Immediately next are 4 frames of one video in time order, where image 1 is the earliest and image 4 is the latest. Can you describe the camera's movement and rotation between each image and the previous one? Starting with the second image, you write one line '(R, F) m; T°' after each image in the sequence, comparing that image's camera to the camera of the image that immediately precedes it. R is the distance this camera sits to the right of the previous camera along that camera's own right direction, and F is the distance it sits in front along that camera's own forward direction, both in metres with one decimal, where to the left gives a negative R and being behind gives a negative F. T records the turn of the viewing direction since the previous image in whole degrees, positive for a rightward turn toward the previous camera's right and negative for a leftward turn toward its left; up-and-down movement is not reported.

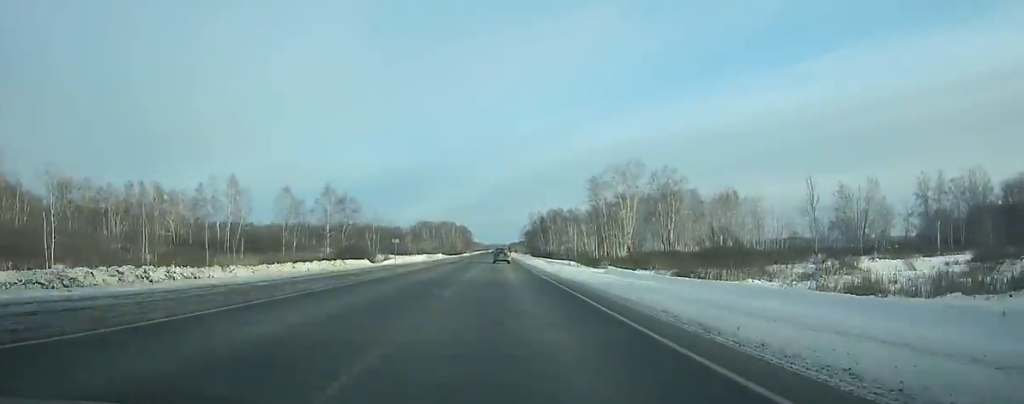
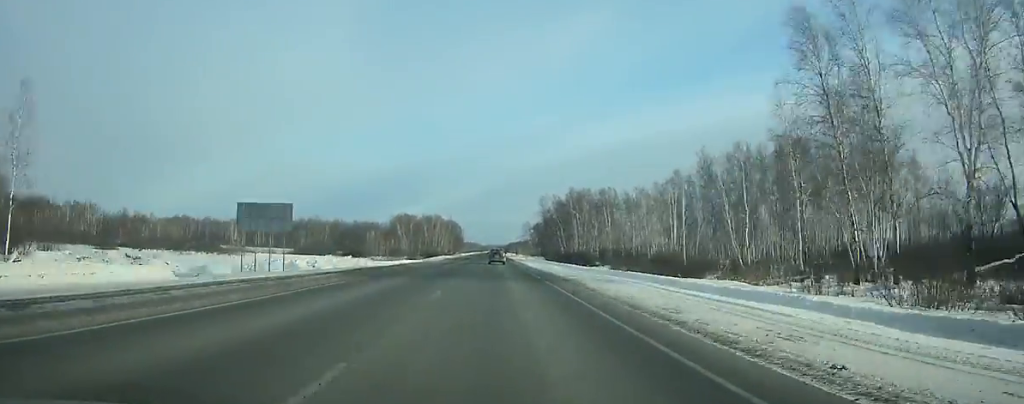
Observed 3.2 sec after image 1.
(+0.3, +83.4) m; 0°
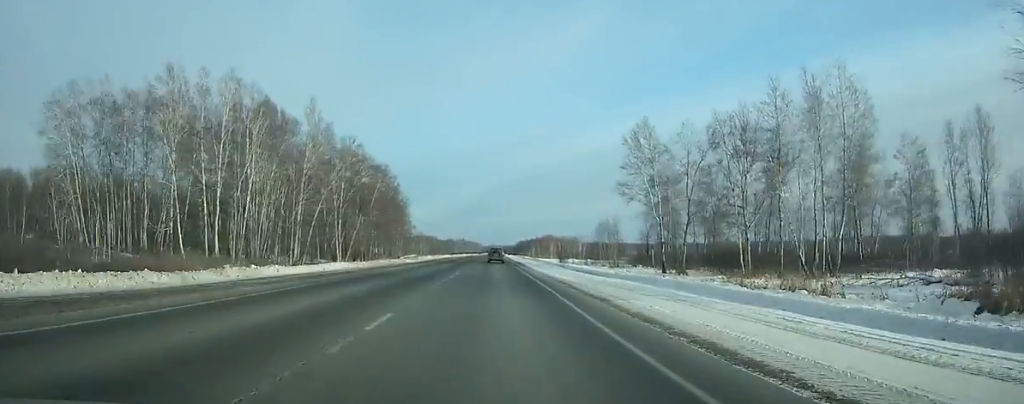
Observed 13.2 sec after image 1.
(-1.3, +262.0) m; -1°
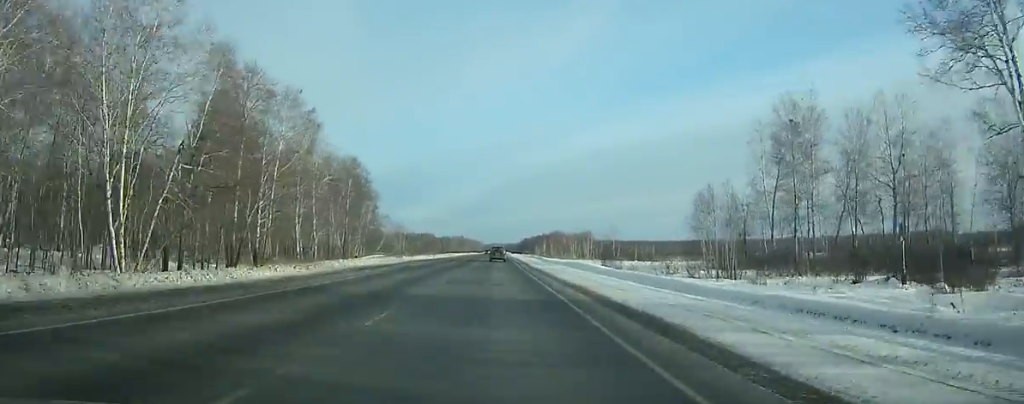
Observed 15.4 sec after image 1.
(0.0, +57.8) m; 0°
